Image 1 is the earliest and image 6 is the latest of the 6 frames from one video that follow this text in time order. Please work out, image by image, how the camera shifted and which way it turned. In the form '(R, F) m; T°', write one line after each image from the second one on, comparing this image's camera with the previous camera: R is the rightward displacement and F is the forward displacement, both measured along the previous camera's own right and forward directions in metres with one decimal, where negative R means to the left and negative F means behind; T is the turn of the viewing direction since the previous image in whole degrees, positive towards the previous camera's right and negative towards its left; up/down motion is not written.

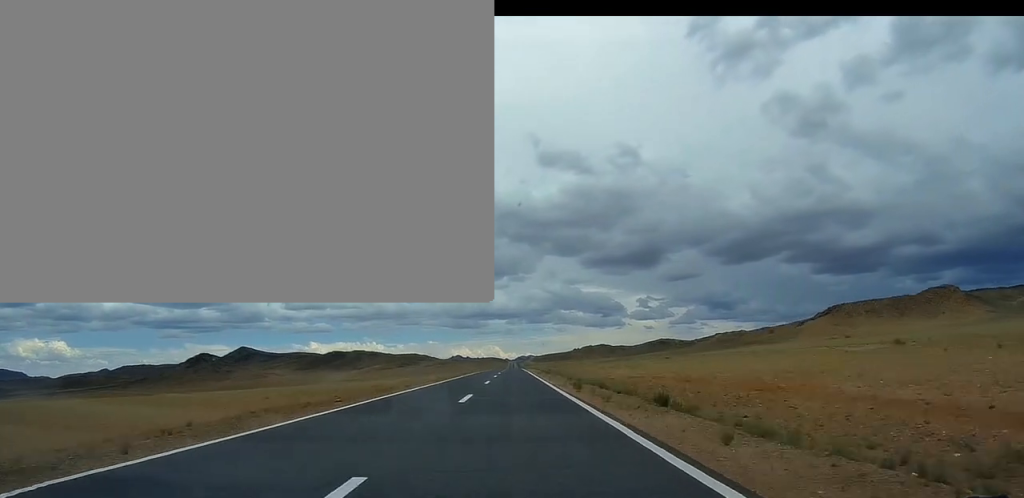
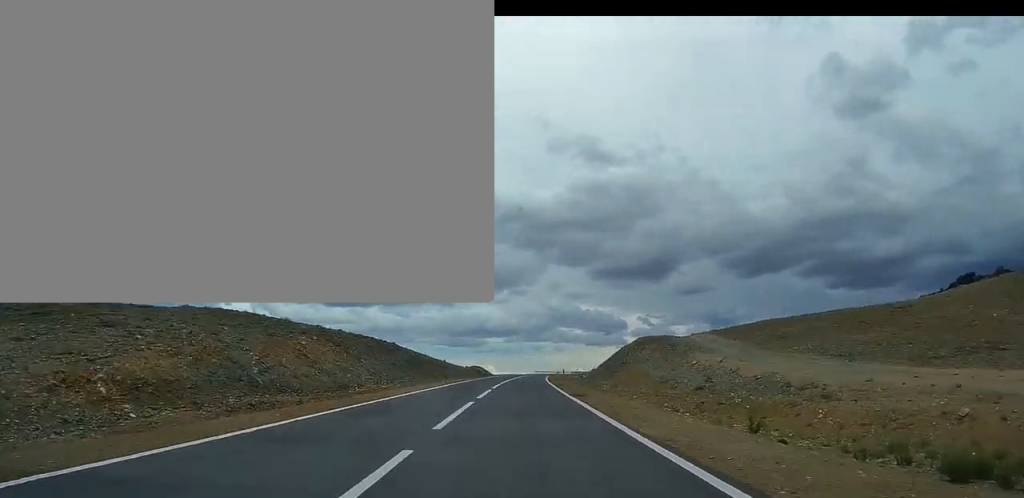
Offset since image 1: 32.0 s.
(+7.4, +782.8) m; +6°
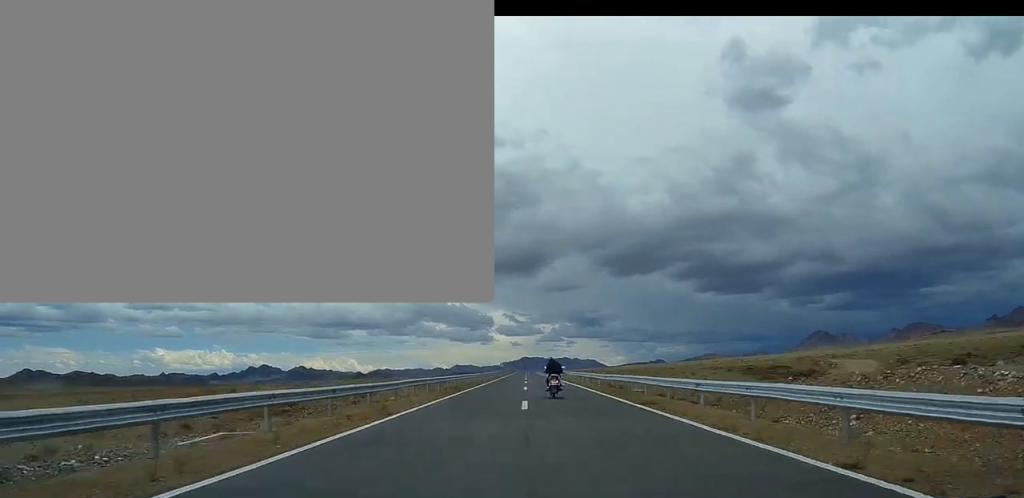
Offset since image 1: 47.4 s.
(+37.5, +356.4) m; +8°
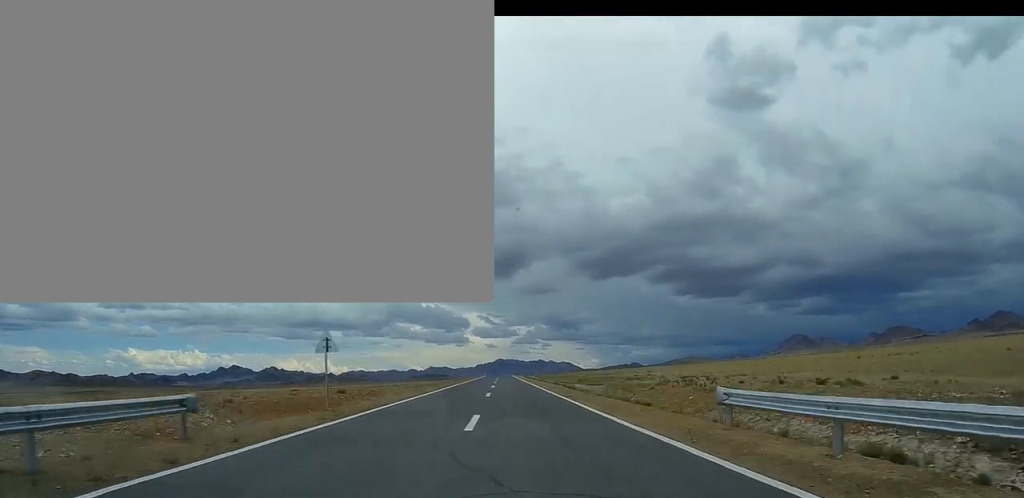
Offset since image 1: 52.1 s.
(+2.1, +110.8) m; +1°
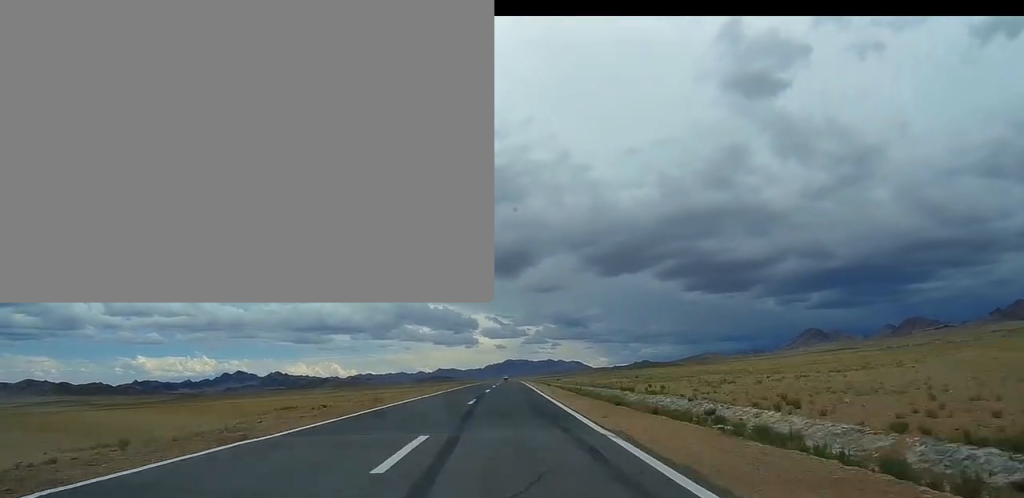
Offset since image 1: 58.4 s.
(-0.5, +159.1) m; 0°
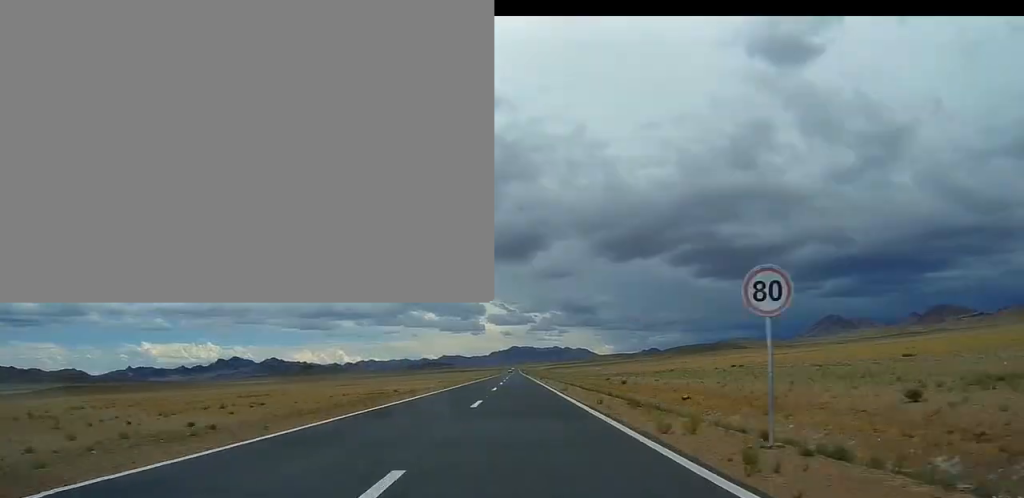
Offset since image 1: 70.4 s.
(-0.6, +315.3) m; 0°
